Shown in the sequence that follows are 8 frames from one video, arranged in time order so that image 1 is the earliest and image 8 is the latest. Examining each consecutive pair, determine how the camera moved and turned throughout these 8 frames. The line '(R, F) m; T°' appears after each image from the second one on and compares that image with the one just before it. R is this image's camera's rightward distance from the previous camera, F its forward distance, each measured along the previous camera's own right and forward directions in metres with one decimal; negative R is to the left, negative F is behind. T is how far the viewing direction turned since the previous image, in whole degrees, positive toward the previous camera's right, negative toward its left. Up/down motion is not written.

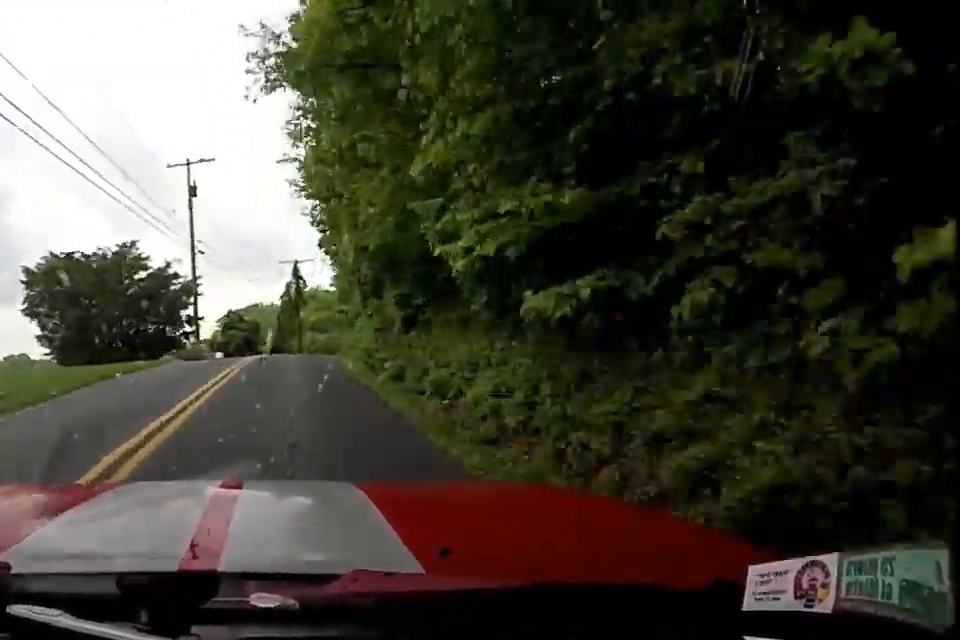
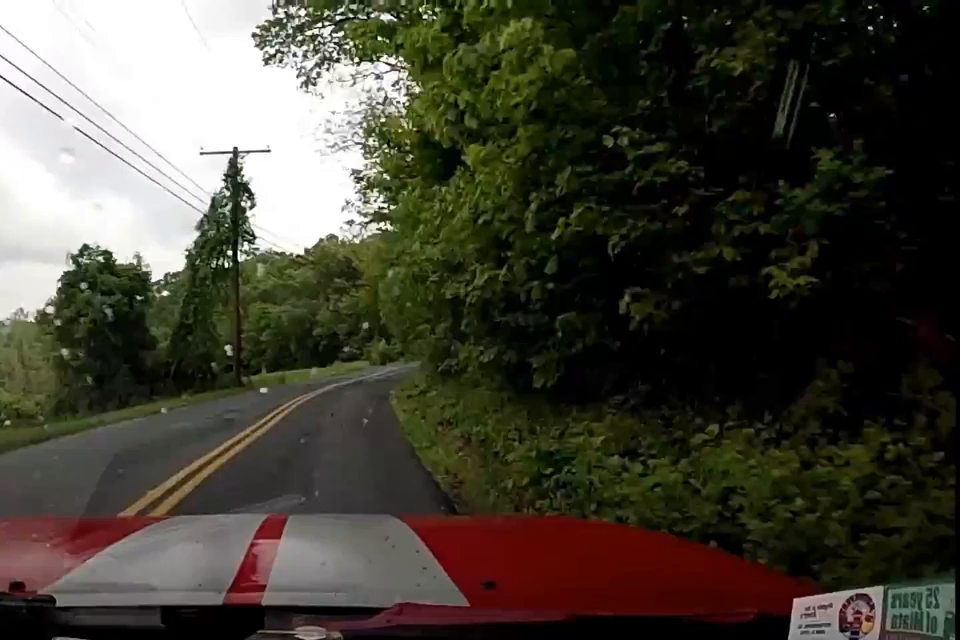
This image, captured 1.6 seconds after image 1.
(+1.2, +28.3) m; +2°
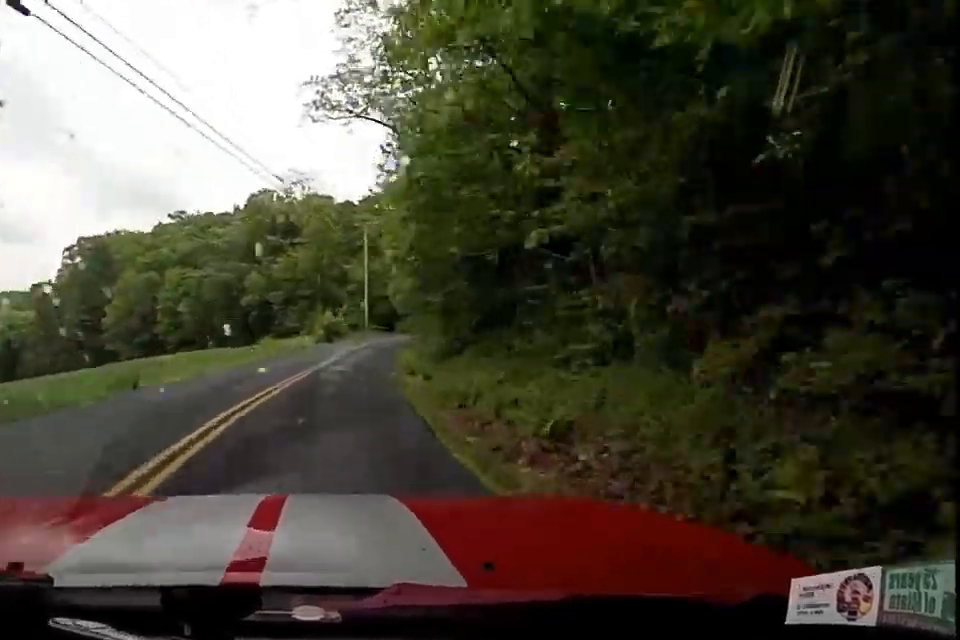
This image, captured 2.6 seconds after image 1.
(+0.1, +17.7) m; +7°
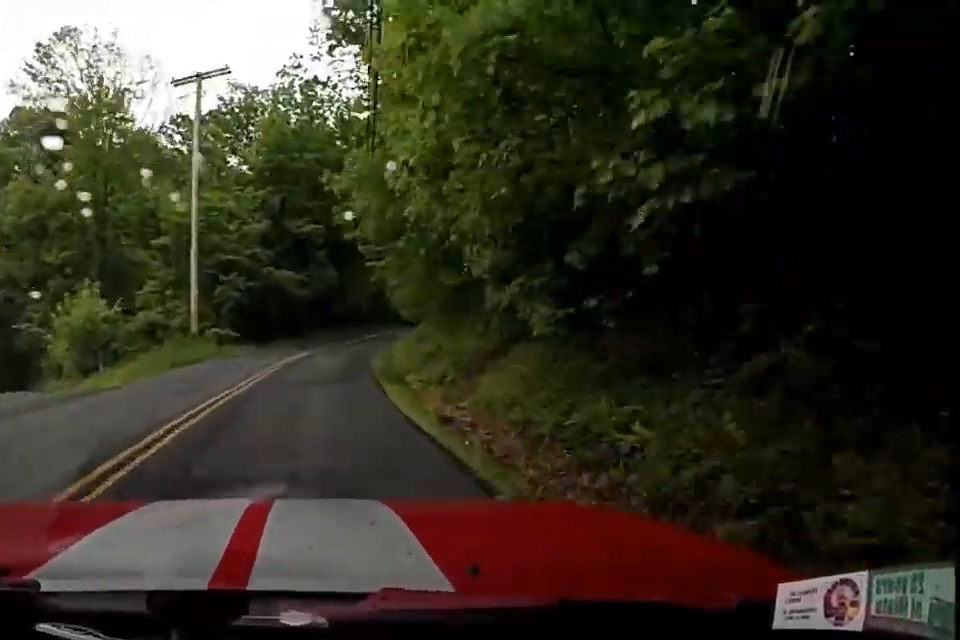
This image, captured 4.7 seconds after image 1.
(+6.2, +38.6) m; +18°
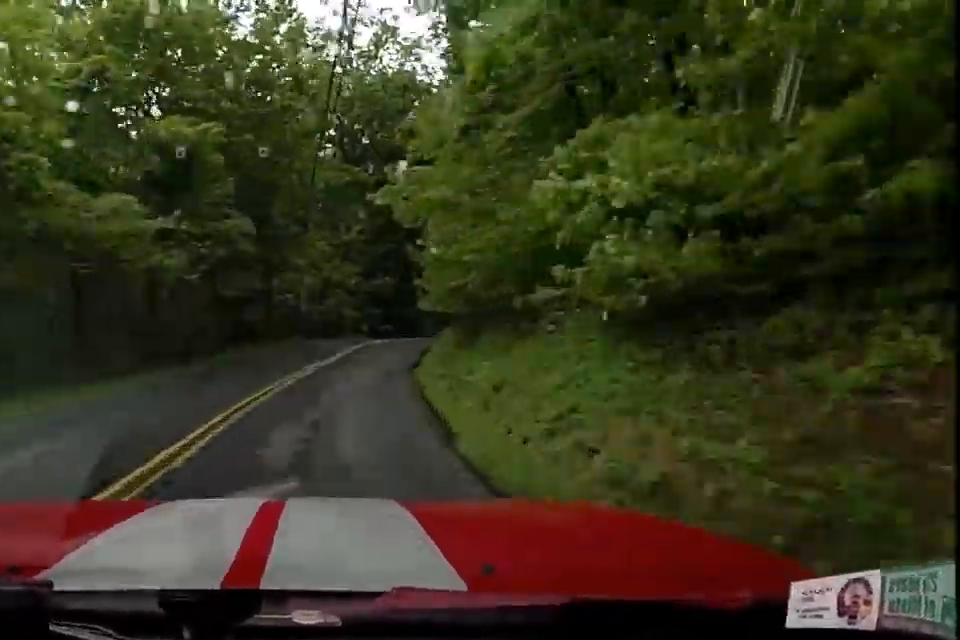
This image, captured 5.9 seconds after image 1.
(+2.5, +23.5) m; +6°
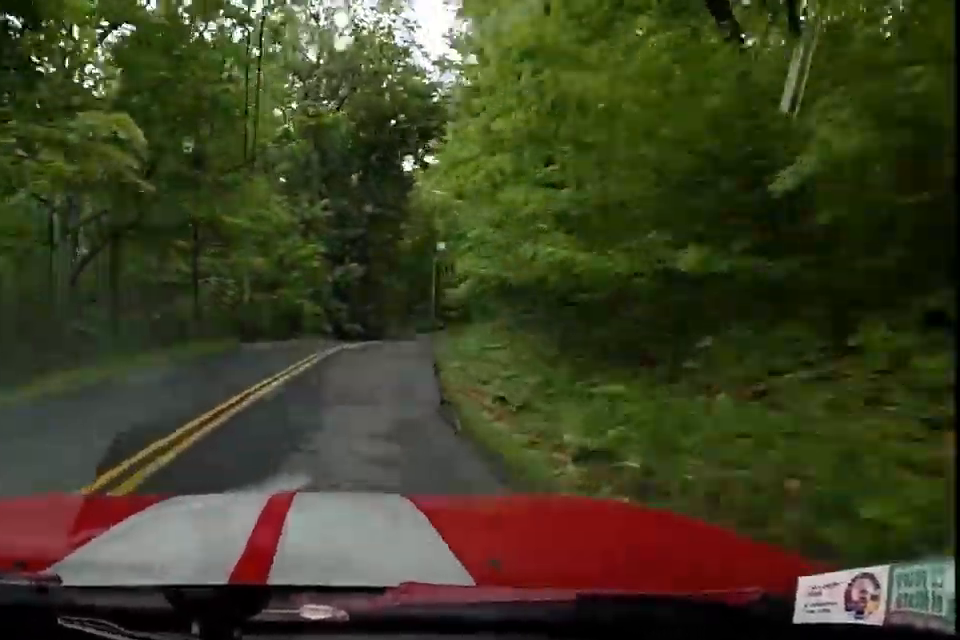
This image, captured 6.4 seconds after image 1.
(0.0, +10.8) m; 0°
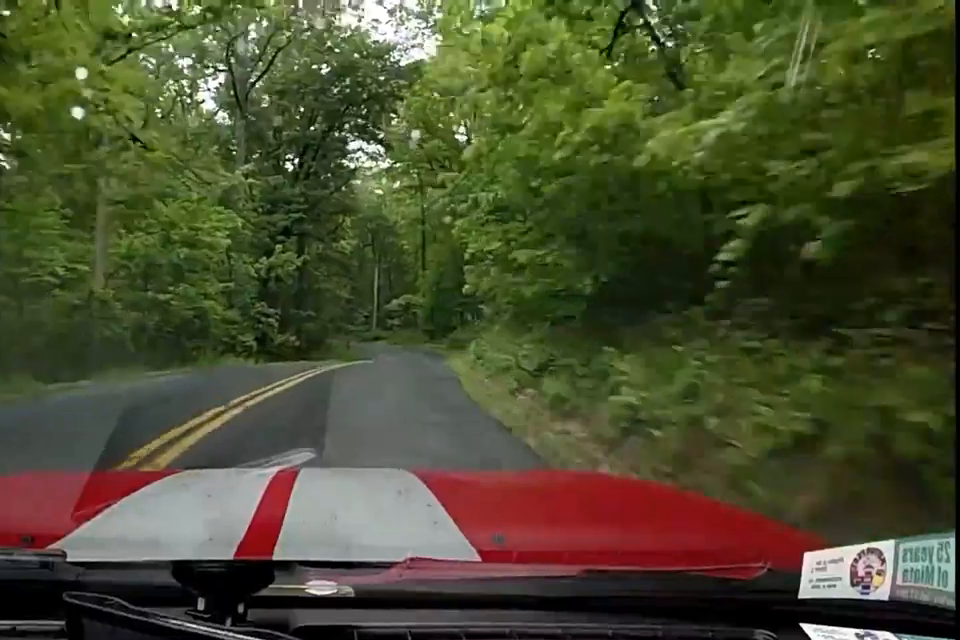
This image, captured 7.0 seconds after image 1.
(+0.1, +11.6) m; +1°
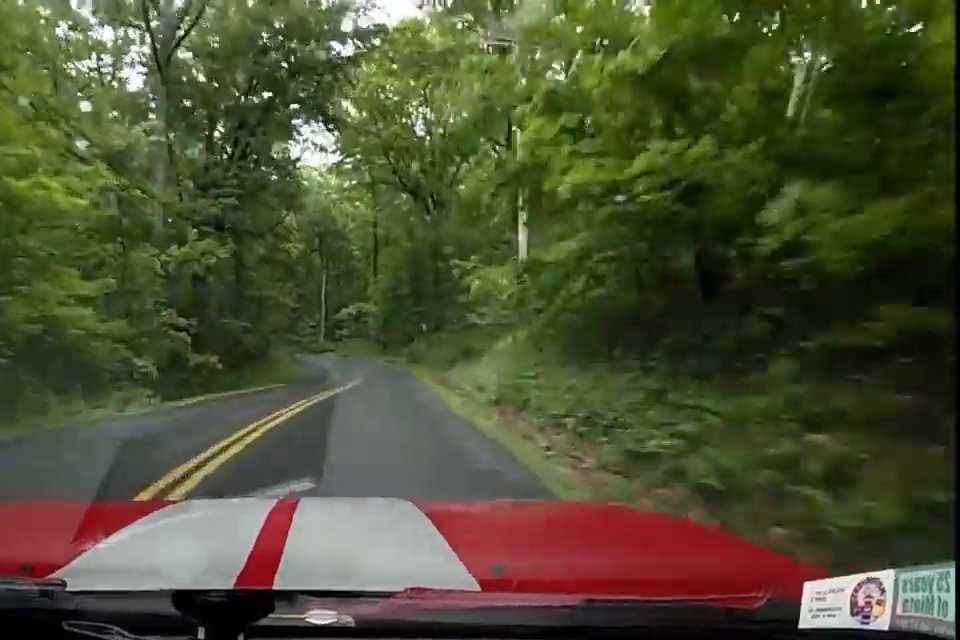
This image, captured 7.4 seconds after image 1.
(0.0, +8.0) m; +1°
